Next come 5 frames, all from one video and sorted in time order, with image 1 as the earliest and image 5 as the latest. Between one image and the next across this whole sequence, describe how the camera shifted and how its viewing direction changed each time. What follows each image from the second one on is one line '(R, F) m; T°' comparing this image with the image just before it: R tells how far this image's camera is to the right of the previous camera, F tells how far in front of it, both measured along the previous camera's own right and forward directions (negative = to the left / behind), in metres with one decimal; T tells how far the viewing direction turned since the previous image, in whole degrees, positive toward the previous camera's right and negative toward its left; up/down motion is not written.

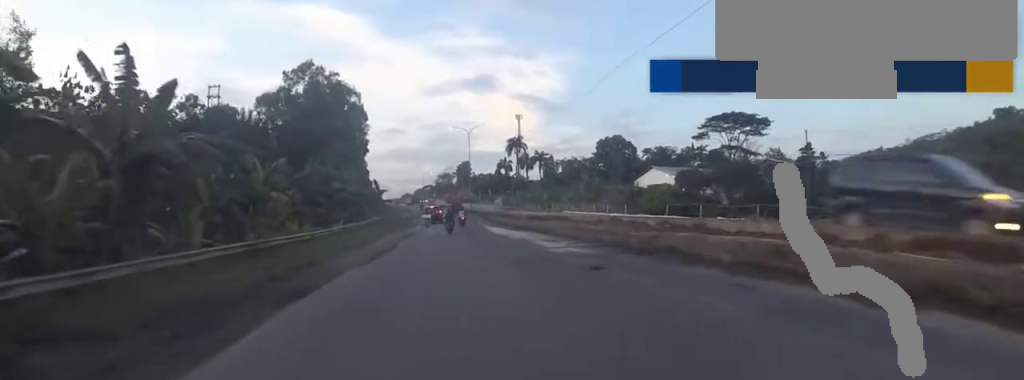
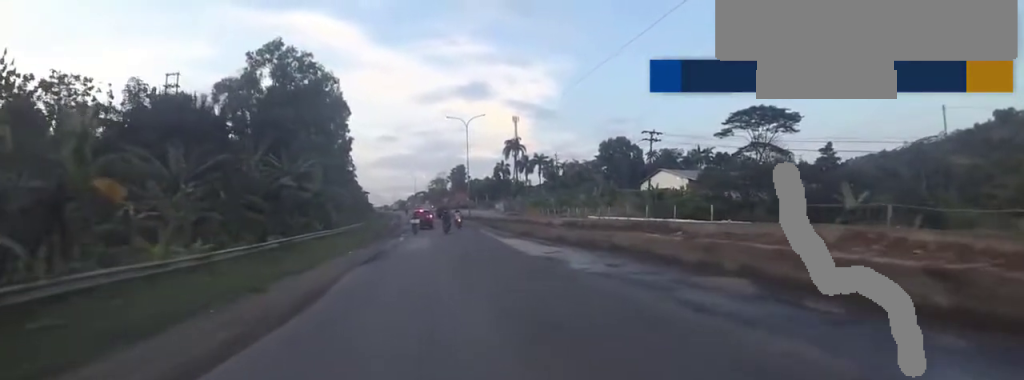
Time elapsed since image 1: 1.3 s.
(0.0, +10.5) m; 0°
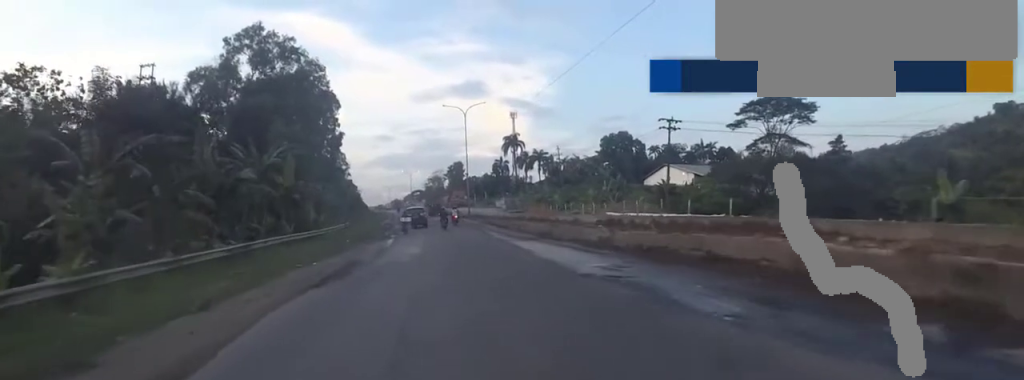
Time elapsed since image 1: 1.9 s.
(0.0, +5.0) m; 0°
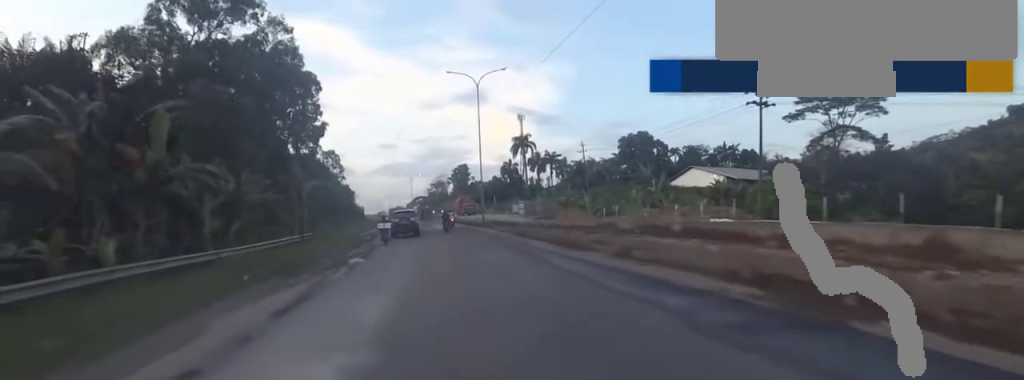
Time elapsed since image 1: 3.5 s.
(0.0, +13.4) m; 0°
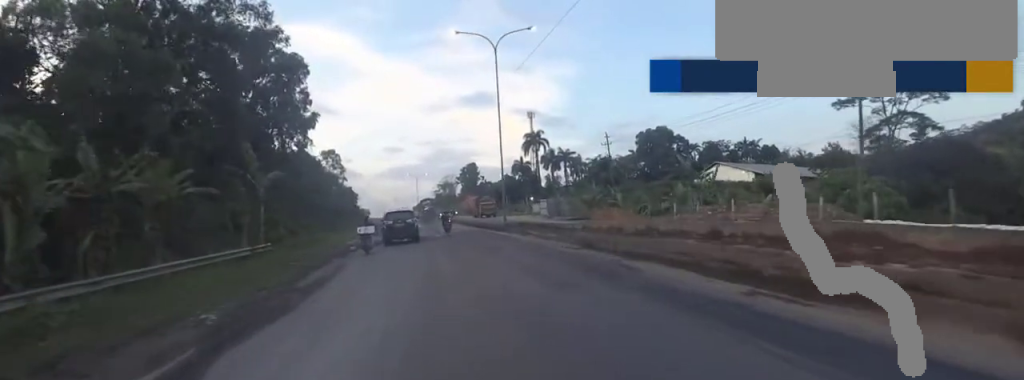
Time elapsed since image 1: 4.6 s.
(0.0, +8.4) m; 0°
